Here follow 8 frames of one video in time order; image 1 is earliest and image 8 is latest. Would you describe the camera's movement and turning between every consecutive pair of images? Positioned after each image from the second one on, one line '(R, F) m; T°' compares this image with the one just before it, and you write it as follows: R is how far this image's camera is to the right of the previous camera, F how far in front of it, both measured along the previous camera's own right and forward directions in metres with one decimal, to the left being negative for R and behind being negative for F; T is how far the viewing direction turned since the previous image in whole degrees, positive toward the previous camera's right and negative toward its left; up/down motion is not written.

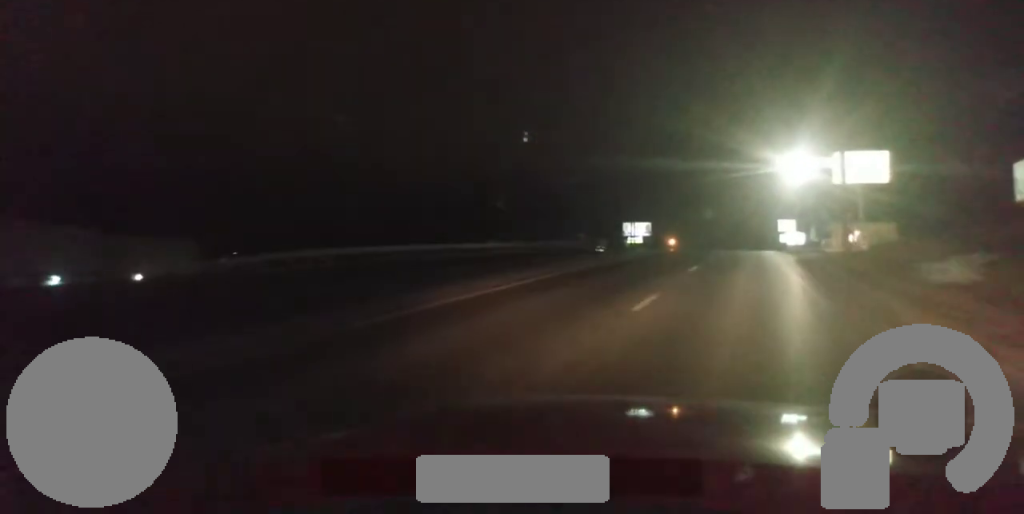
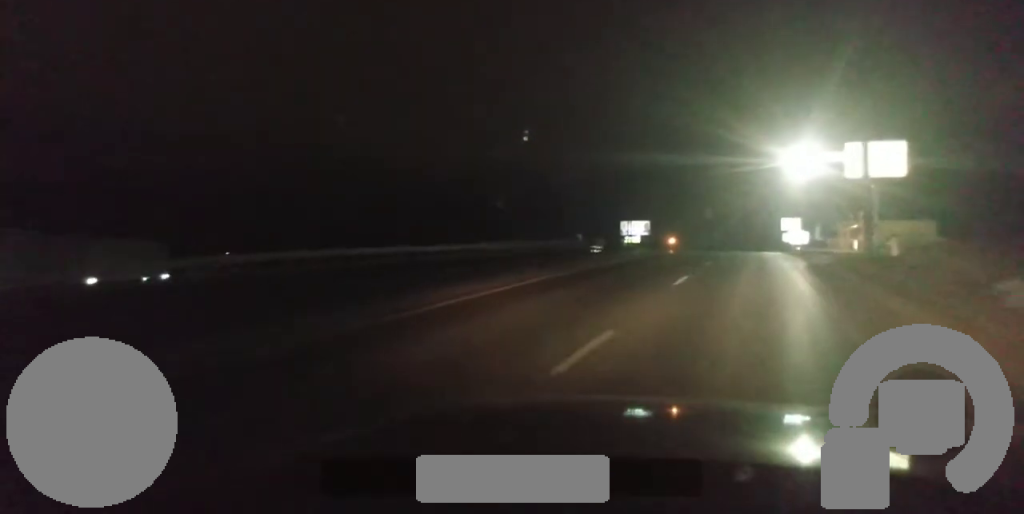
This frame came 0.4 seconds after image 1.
(-0.2, +6.2) m; 0°
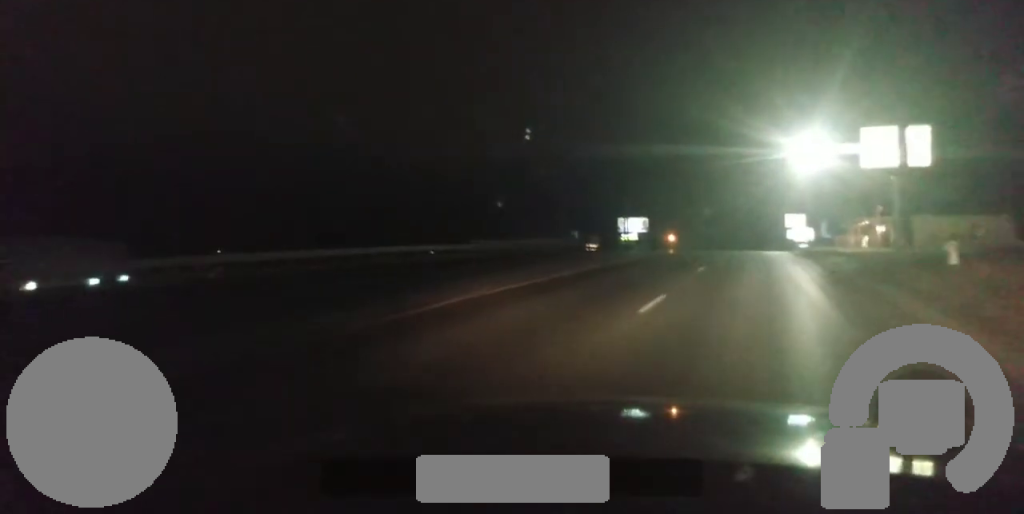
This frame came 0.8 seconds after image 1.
(-0.1, +6.8) m; 0°
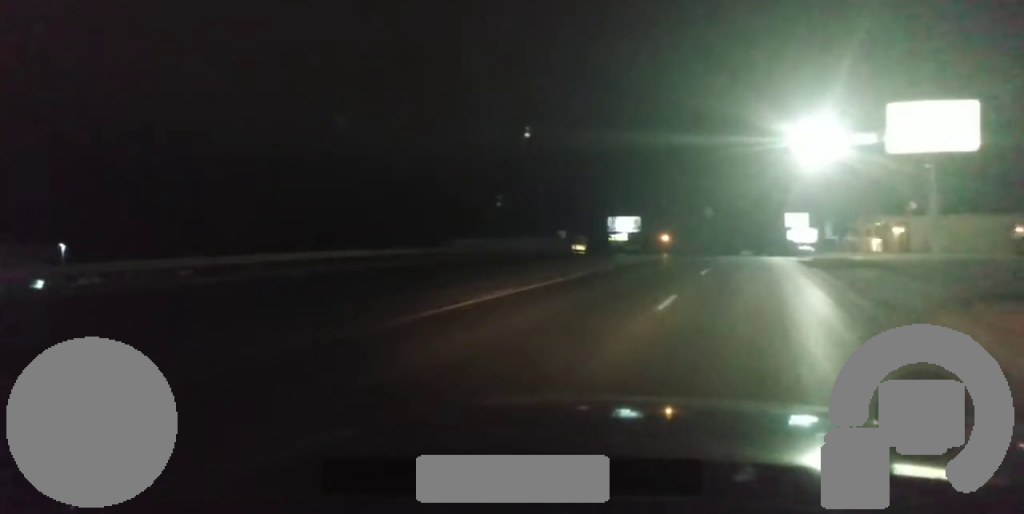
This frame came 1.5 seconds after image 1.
(+0.3, +10.8) m; +1°
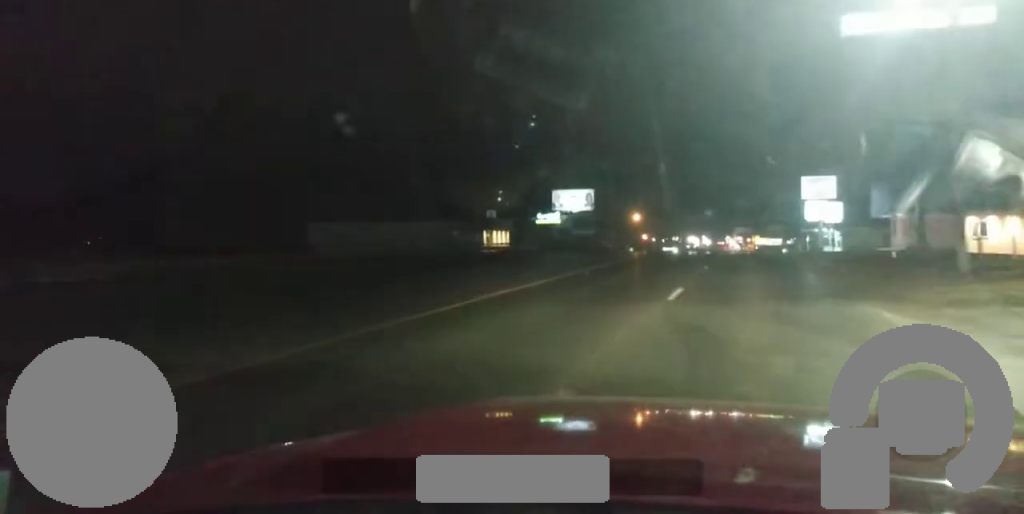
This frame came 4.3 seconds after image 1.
(+1.0, +46.7) m; +1°
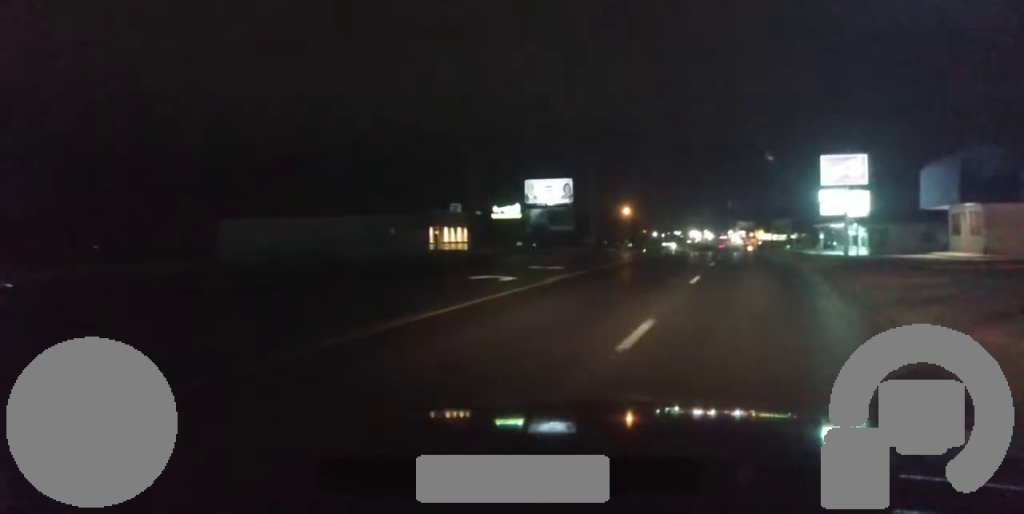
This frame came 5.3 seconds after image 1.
(-0.1, +17.8) m; +2°
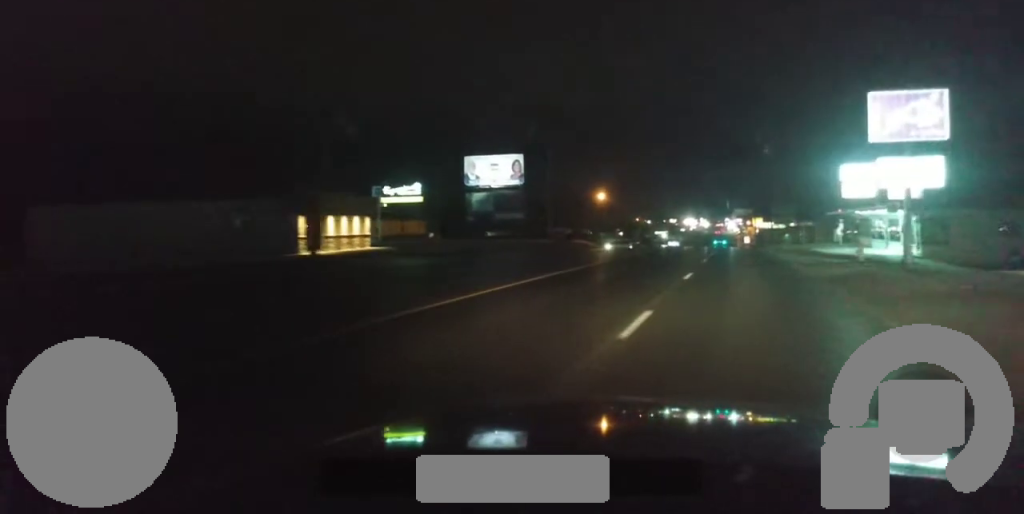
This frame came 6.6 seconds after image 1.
(+1.1, +22.7) m; +1°
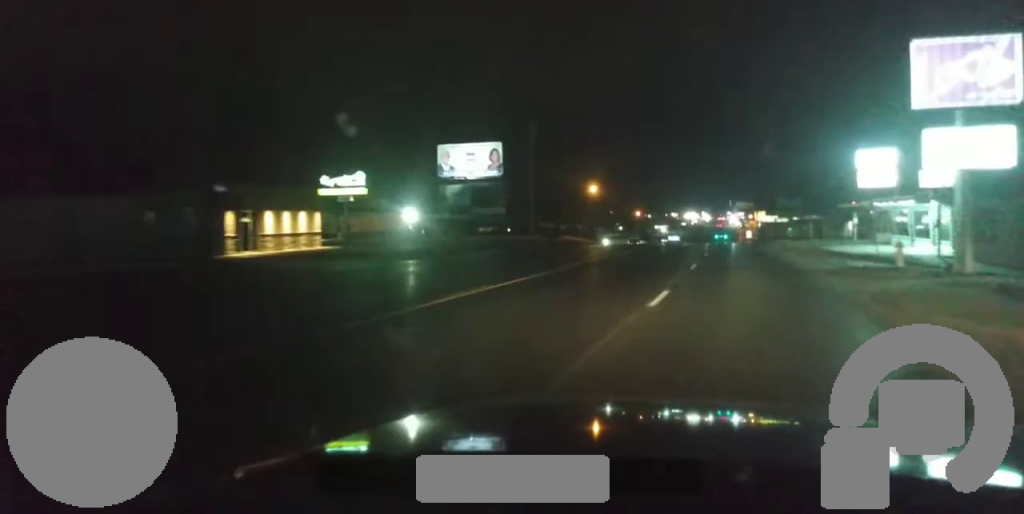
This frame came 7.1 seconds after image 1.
(-0.3, +8.2) m; -1°
